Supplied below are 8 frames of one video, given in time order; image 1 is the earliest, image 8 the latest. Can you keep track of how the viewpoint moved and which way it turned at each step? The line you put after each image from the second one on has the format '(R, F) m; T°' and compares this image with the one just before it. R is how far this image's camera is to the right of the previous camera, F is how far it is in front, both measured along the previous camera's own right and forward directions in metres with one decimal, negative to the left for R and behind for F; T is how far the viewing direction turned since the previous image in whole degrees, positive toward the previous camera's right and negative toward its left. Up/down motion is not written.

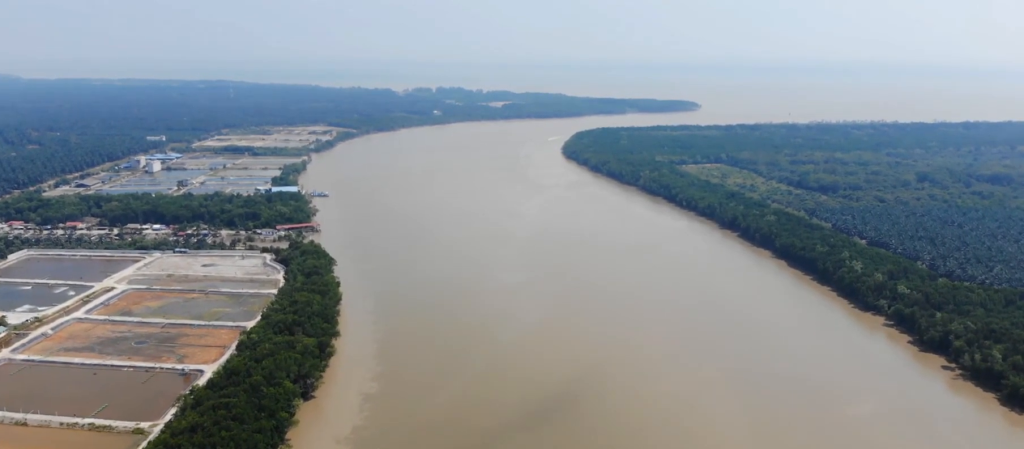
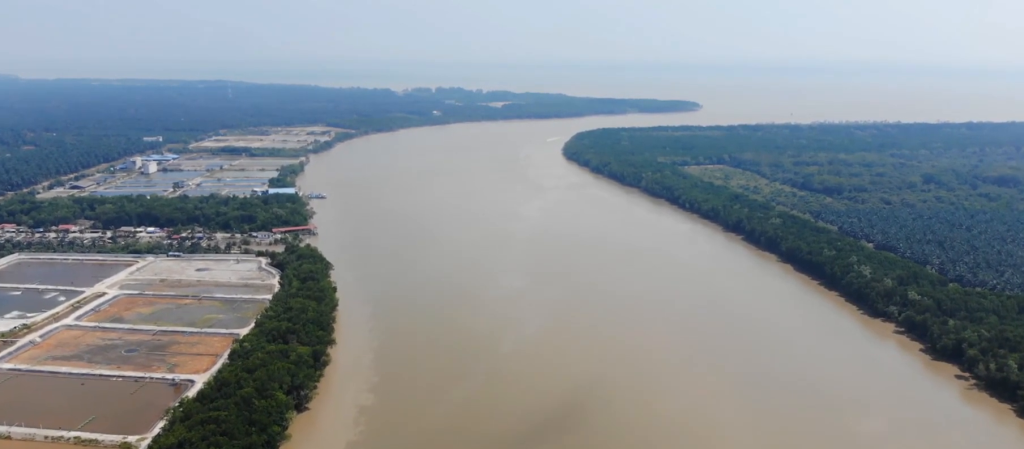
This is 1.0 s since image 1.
(0.0, +13.4) m; 0°
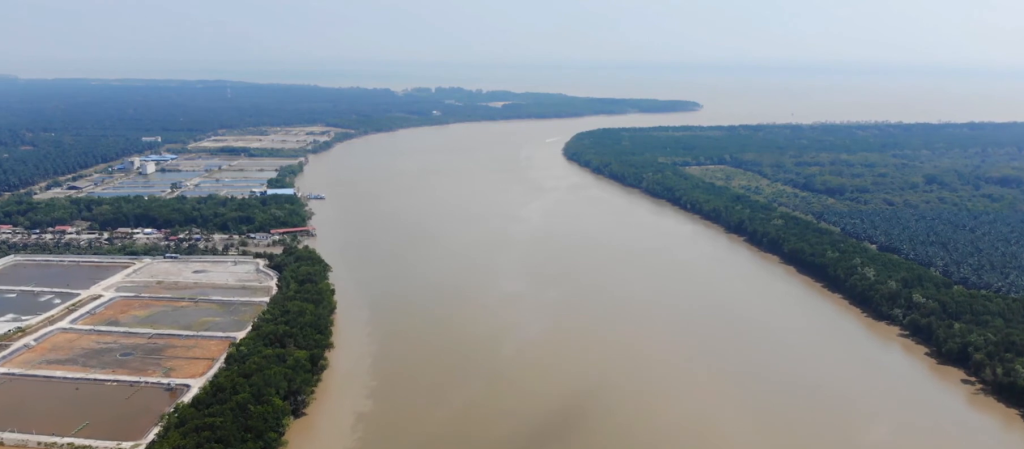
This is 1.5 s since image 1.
(0.0, +5.9) m; 0°
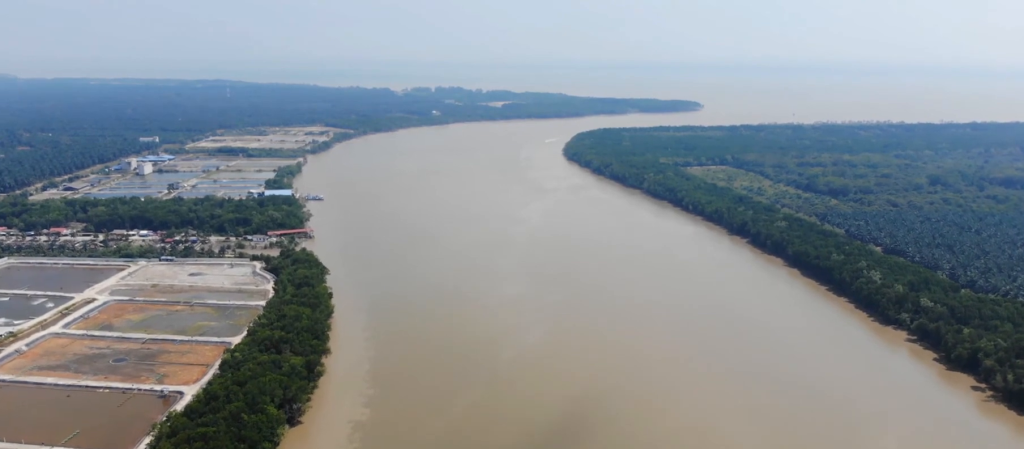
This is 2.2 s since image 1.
(0.0, +9.1) m; -1°
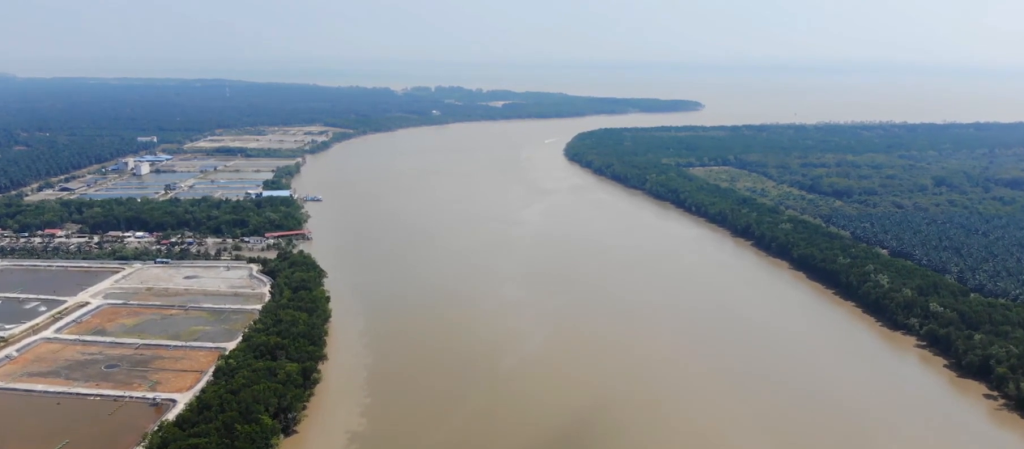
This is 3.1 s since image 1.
(-0.1, +10.3) m; 0°
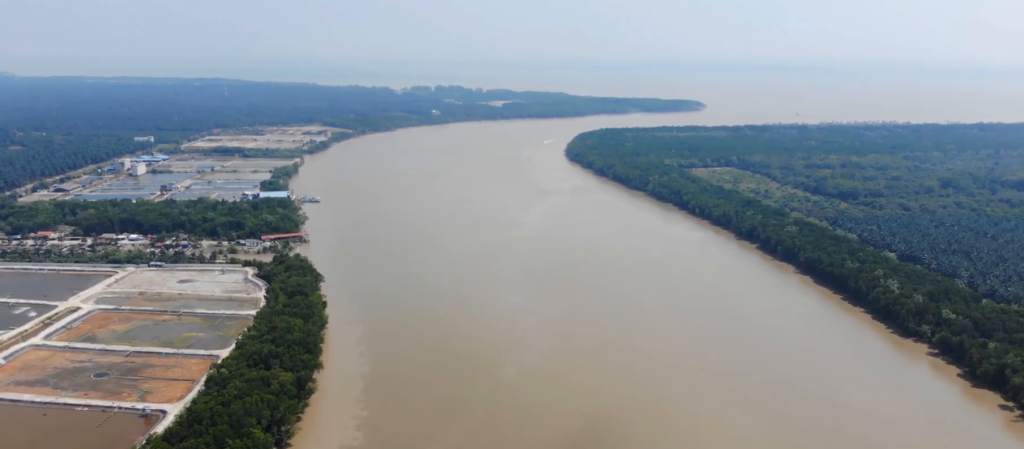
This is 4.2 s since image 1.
(0.0, +13.1) m; 0°
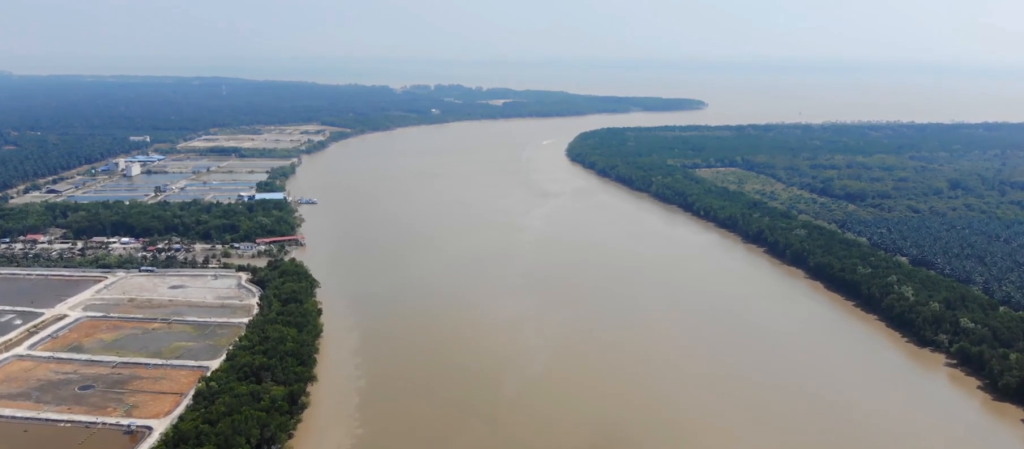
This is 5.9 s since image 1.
(-0.1, +18.4) m; -1°
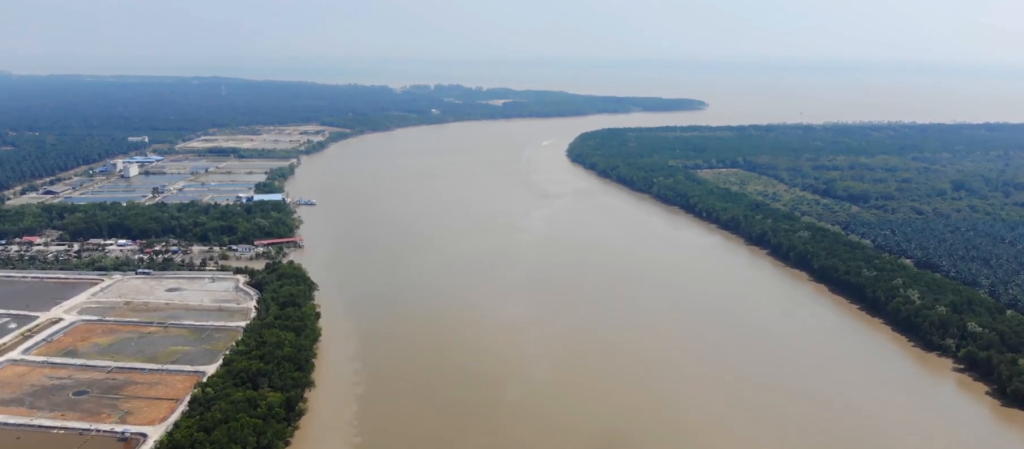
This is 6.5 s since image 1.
(0.0, +6.9) m; 0°
